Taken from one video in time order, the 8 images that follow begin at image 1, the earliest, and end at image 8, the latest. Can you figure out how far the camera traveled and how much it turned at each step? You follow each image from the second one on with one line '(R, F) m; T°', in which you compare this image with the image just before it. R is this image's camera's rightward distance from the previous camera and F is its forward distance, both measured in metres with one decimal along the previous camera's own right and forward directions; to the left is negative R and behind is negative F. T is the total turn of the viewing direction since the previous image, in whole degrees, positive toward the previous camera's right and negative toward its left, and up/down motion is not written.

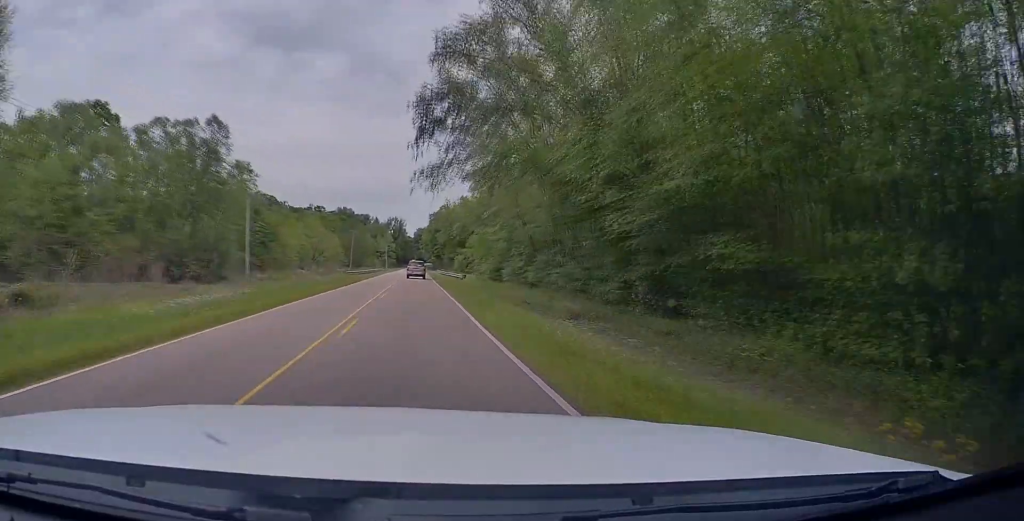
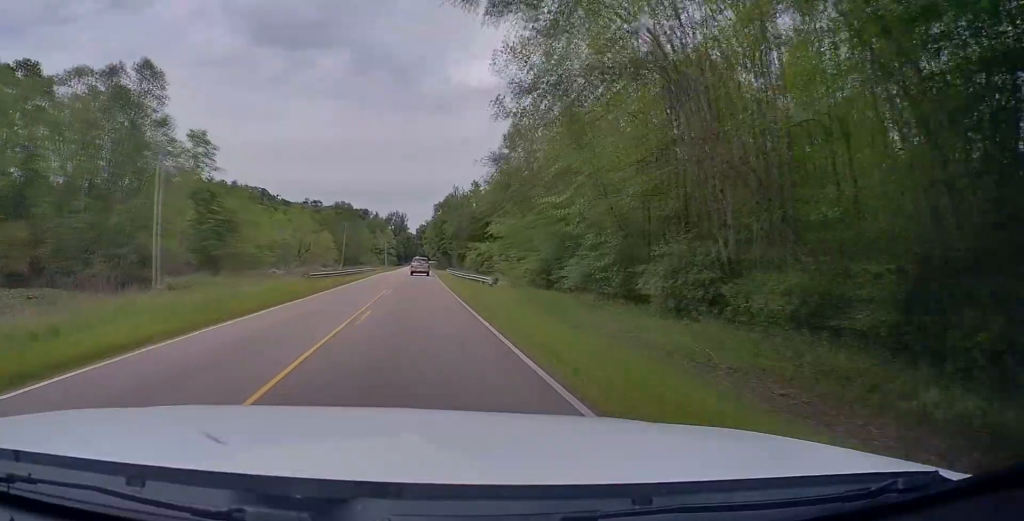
(-0.5, +22.1) m; -2°
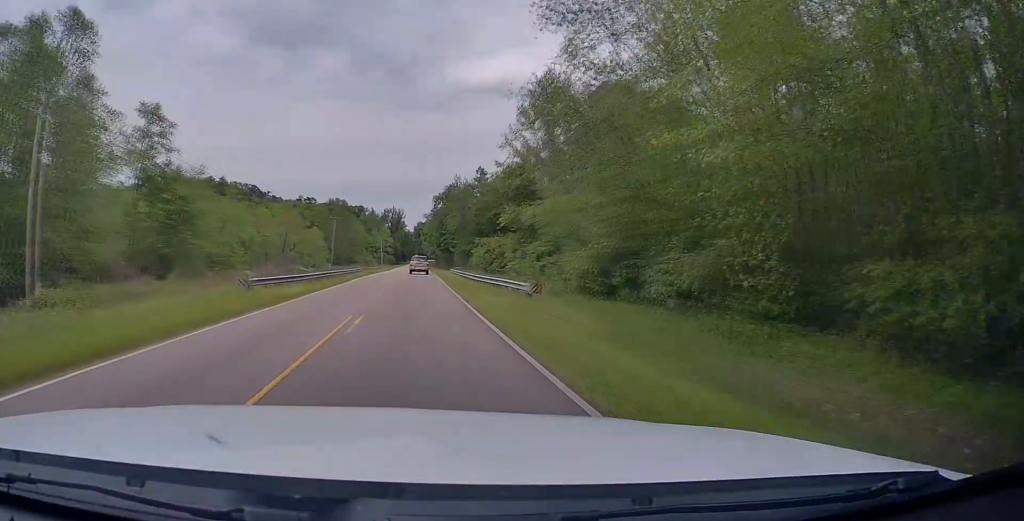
(-0.2, +13.8) m; +1°
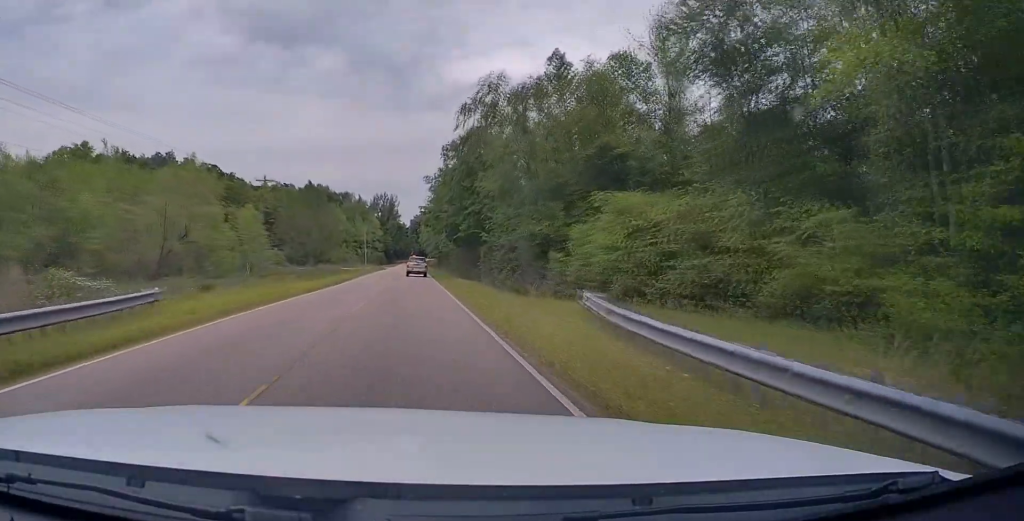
(+0.8, +57.2) m; 0°
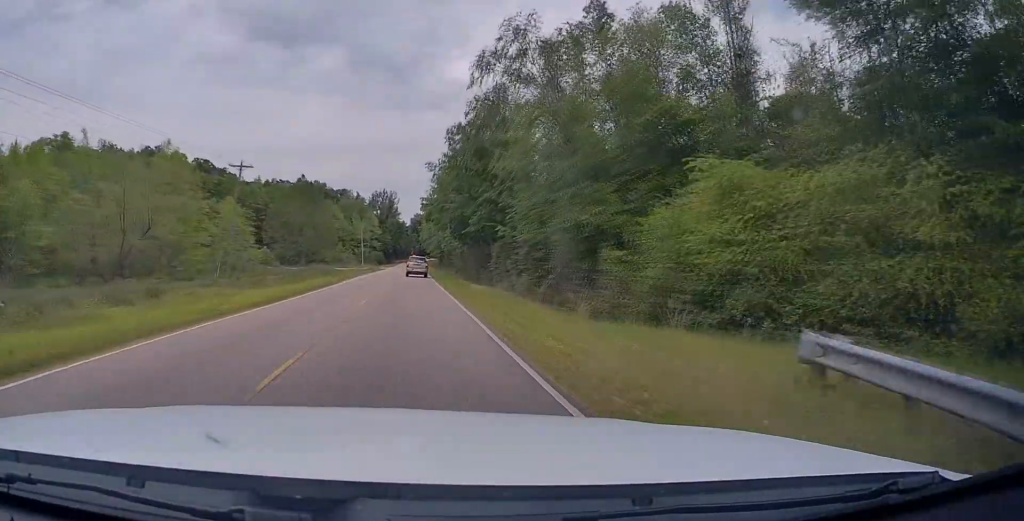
(0.0, +10.3) m; 0°
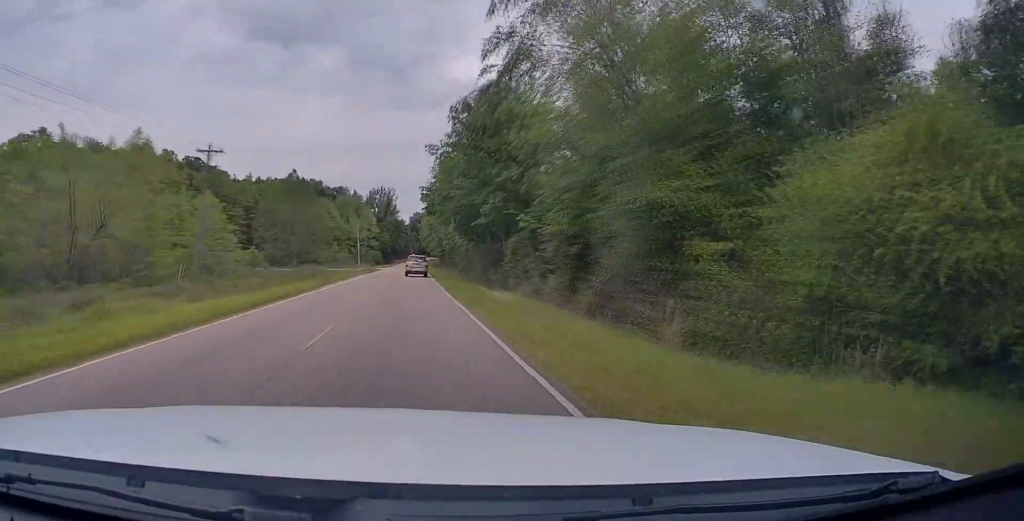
(0.0, +9.2) m; 0°
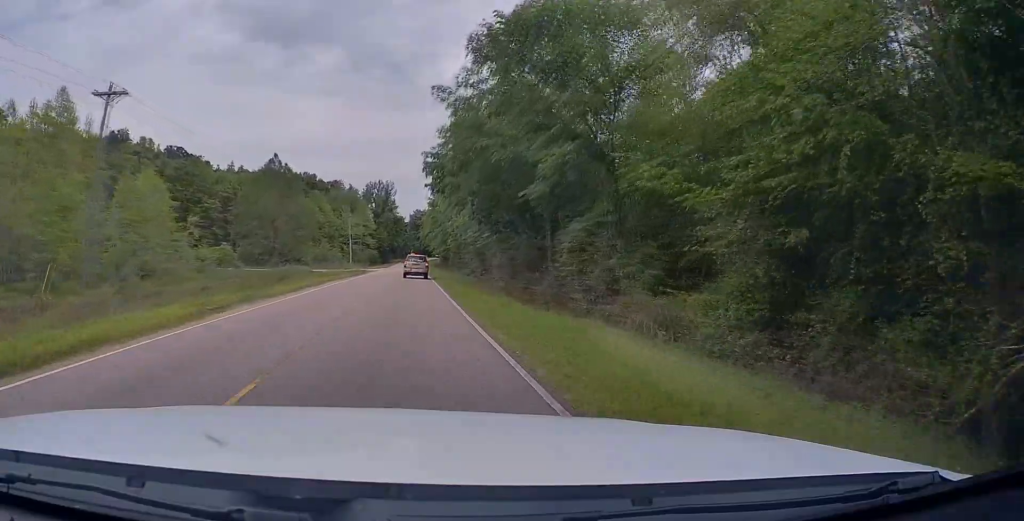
(+0.1, +18.8) m; 0°
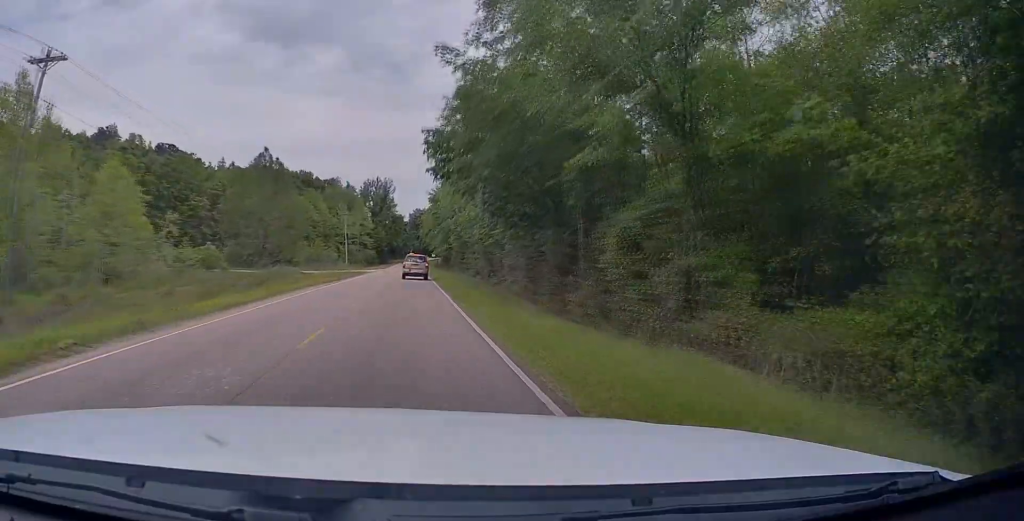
(-0.1, +7.4) m; 0°
